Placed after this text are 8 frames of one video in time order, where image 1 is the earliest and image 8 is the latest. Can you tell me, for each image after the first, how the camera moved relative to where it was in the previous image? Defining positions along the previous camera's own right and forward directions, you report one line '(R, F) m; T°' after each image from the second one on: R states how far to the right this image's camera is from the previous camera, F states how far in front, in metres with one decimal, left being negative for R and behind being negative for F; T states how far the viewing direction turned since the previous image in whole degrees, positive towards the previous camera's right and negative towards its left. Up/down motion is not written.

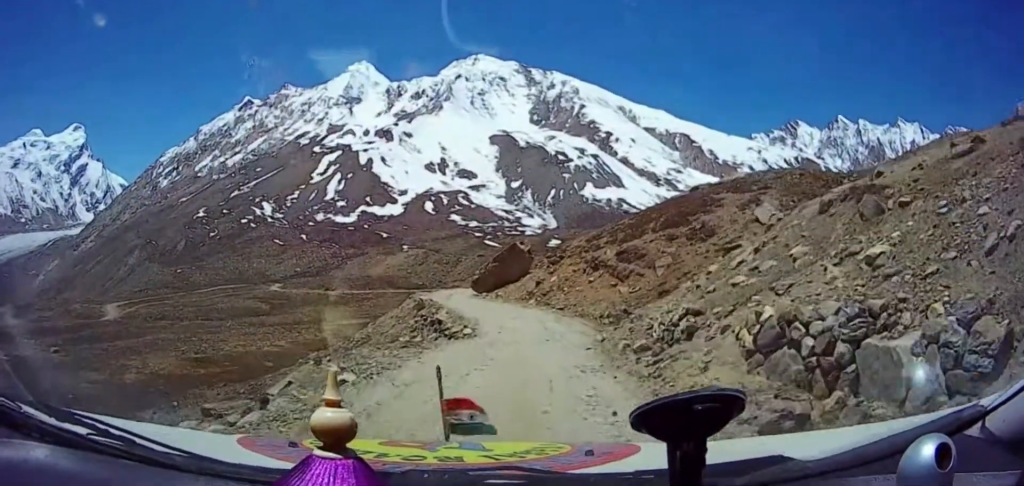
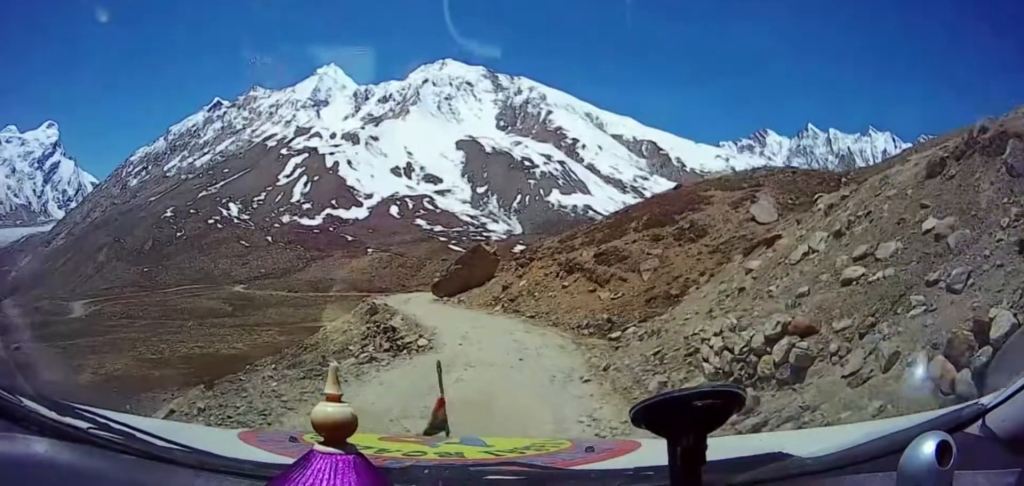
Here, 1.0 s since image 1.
(+0.1, +4.2) m; +11°
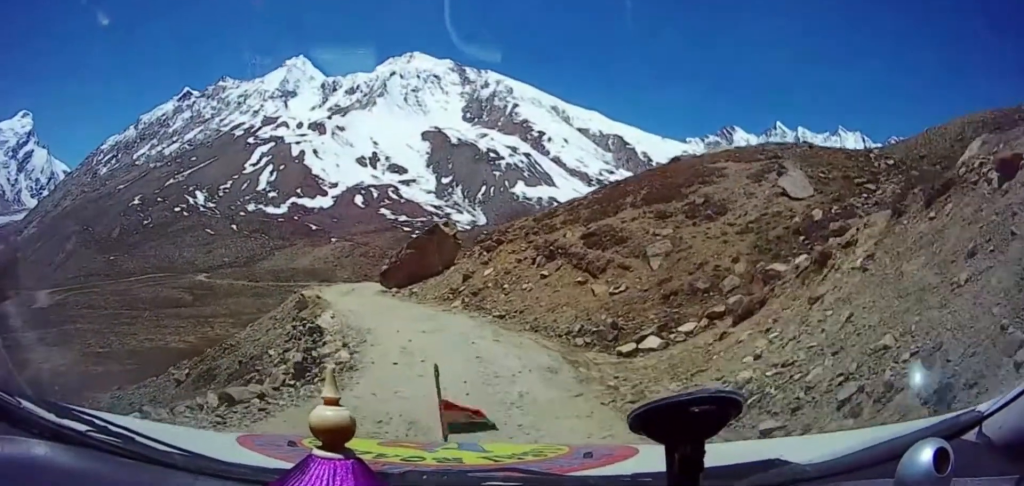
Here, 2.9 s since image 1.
(+0.3, +7.0) m; +2°
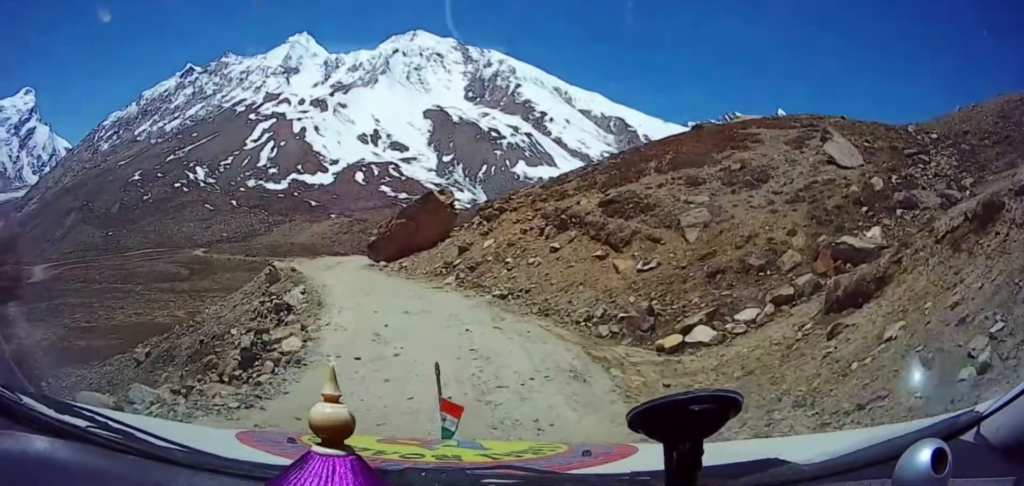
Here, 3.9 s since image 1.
(+0.6, +3.5) m; -1°
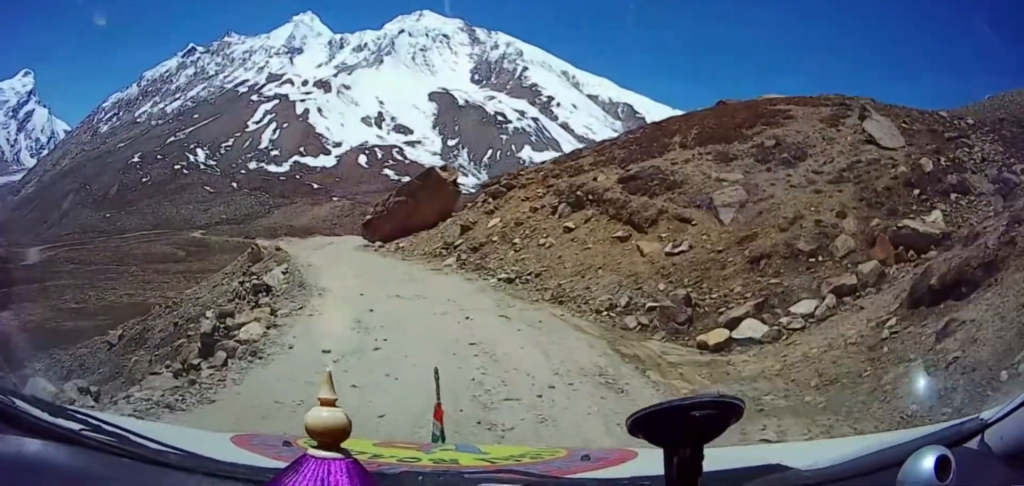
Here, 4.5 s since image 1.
(-0.4, +1.9) m; -8°
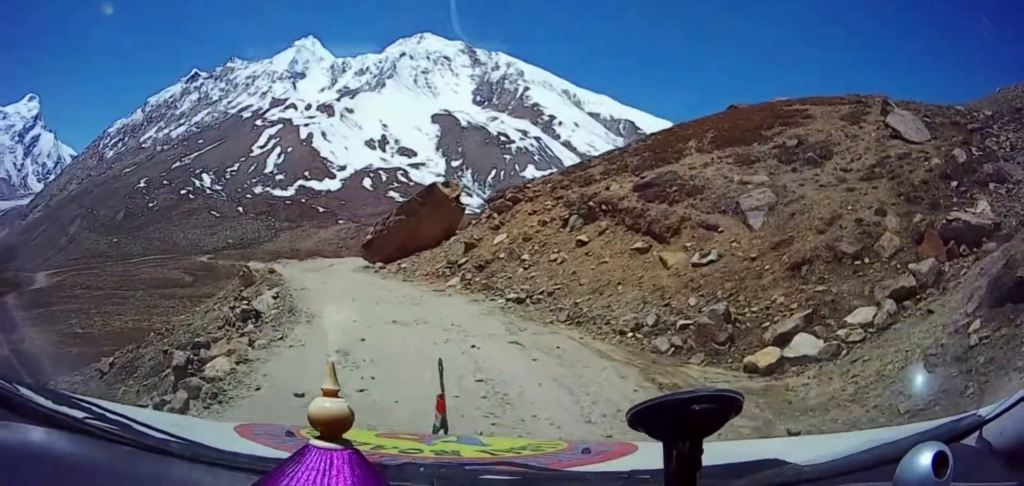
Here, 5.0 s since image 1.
(-0.1, +1.5) m; -6°
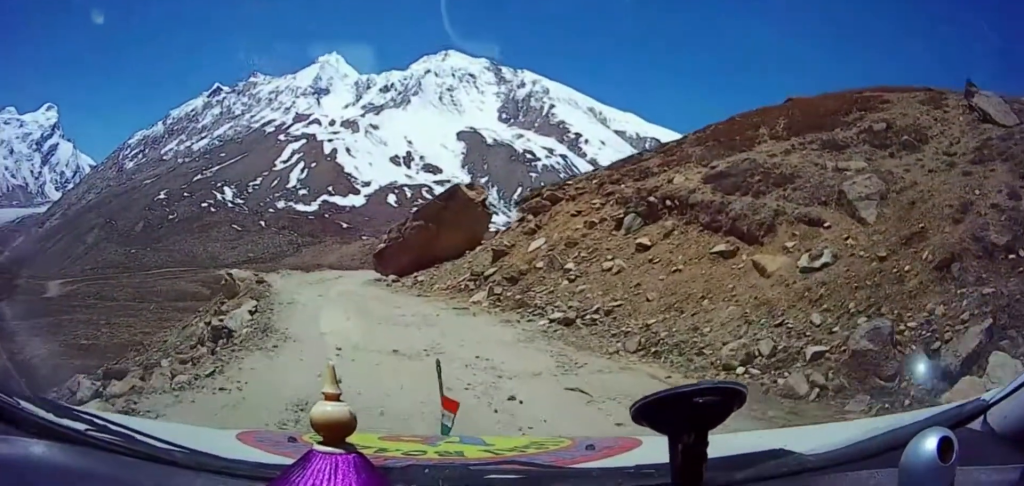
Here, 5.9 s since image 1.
(-0.1, +3.3) m; -2°
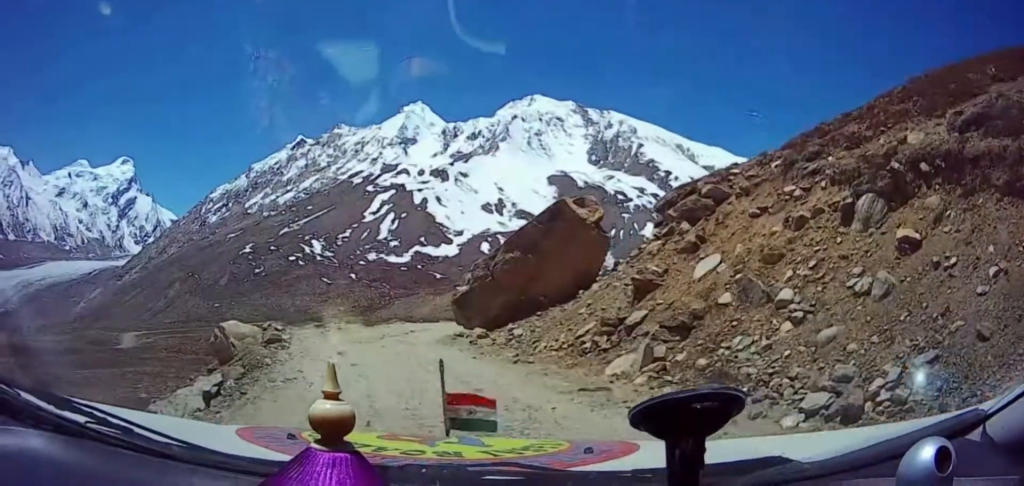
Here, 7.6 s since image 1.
(-0.5, +6.2) m; -10°
